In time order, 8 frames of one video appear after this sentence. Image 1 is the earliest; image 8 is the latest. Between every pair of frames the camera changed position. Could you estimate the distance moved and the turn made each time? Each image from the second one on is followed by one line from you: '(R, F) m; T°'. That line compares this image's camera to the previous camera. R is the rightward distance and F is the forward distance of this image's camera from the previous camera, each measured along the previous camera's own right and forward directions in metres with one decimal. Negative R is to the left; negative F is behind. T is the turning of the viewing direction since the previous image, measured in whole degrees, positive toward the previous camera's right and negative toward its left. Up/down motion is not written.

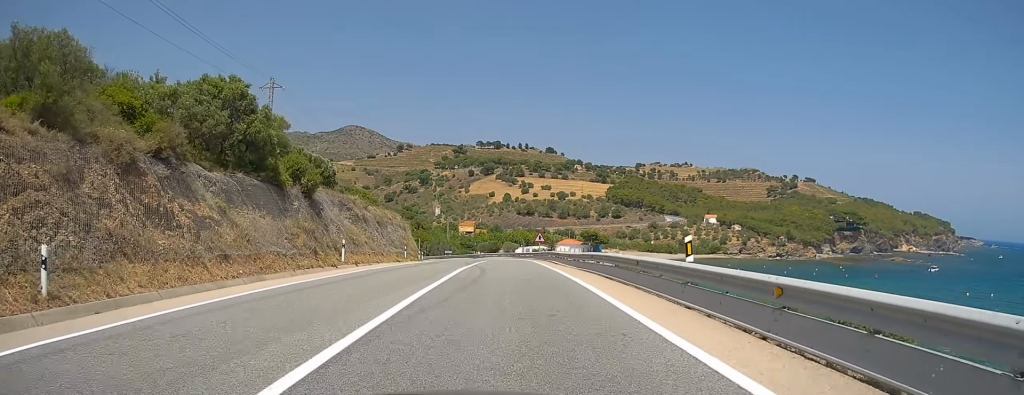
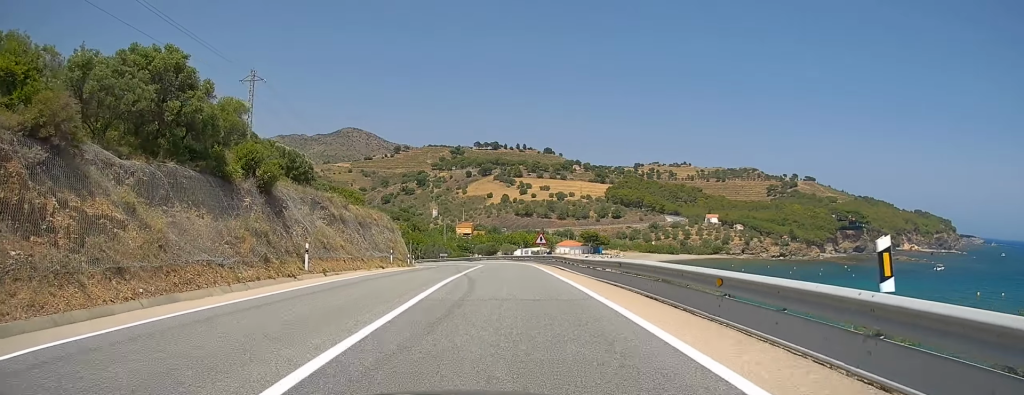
(0.0, +6.2) m; 0°
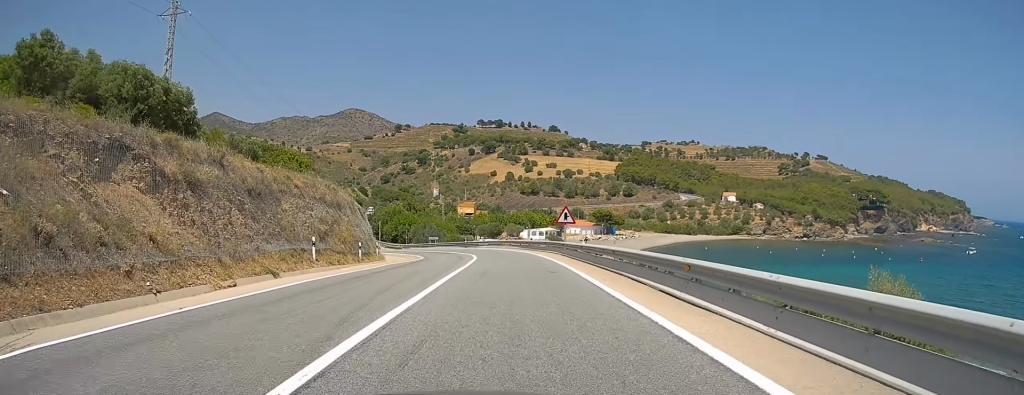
(0.0, +21.8) m; 0°
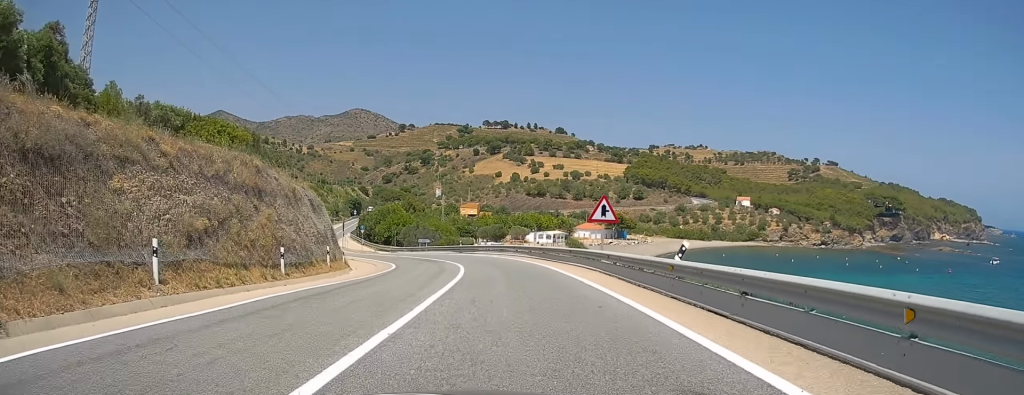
(0.0, +15.8) m; -1°
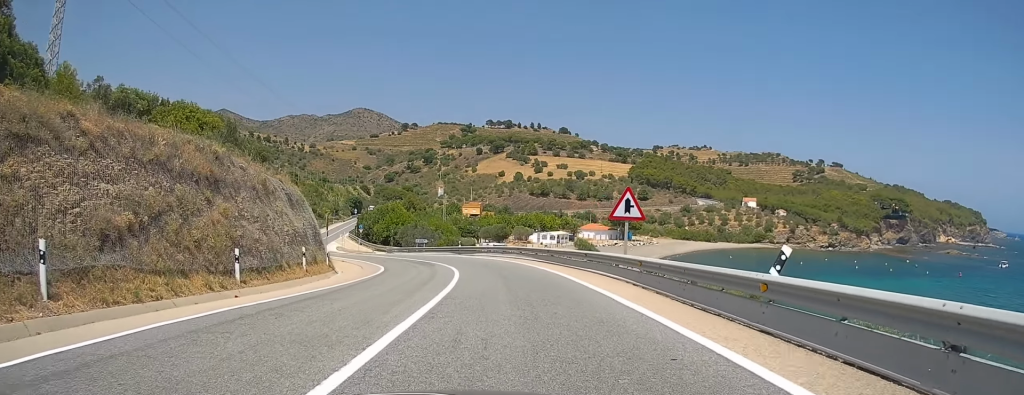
(0.0, +5.3) m; +1°
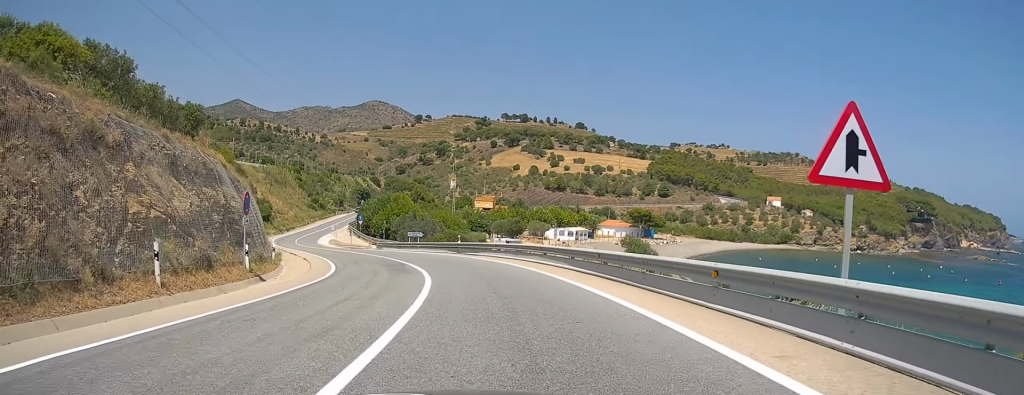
(+0.1, +15.6) m; -3°
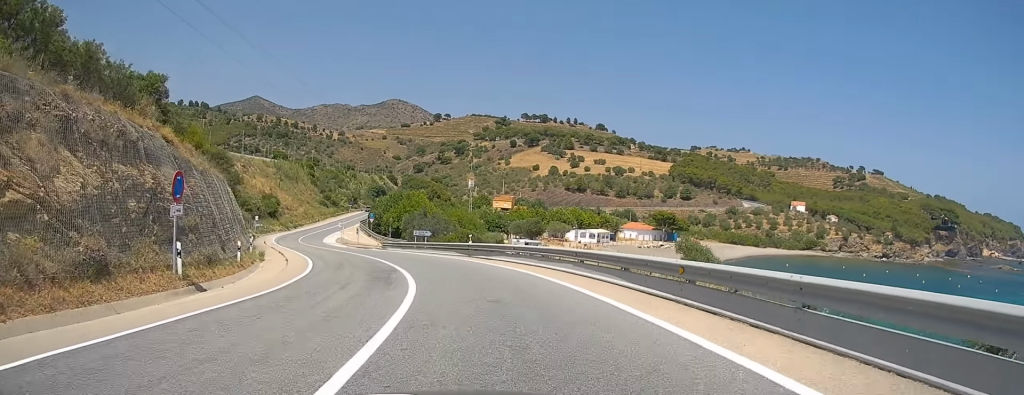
(-0.3, +7.8) m; -3°
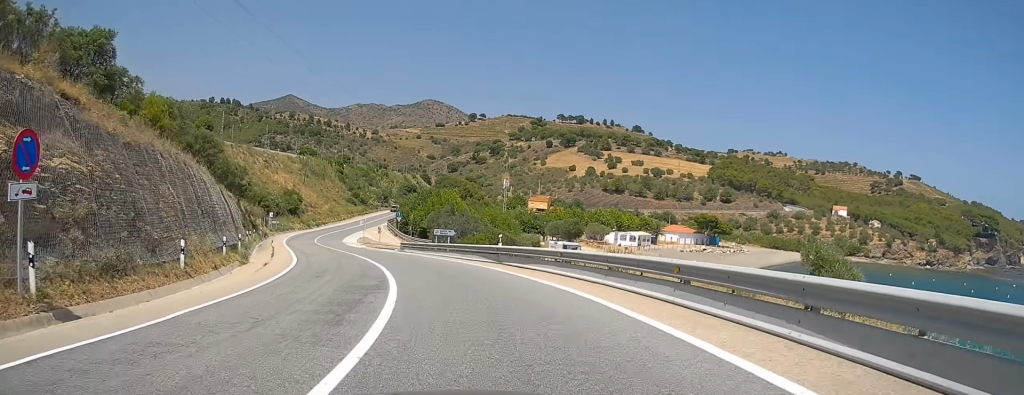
(-0.2, +8.6) m; -3°
